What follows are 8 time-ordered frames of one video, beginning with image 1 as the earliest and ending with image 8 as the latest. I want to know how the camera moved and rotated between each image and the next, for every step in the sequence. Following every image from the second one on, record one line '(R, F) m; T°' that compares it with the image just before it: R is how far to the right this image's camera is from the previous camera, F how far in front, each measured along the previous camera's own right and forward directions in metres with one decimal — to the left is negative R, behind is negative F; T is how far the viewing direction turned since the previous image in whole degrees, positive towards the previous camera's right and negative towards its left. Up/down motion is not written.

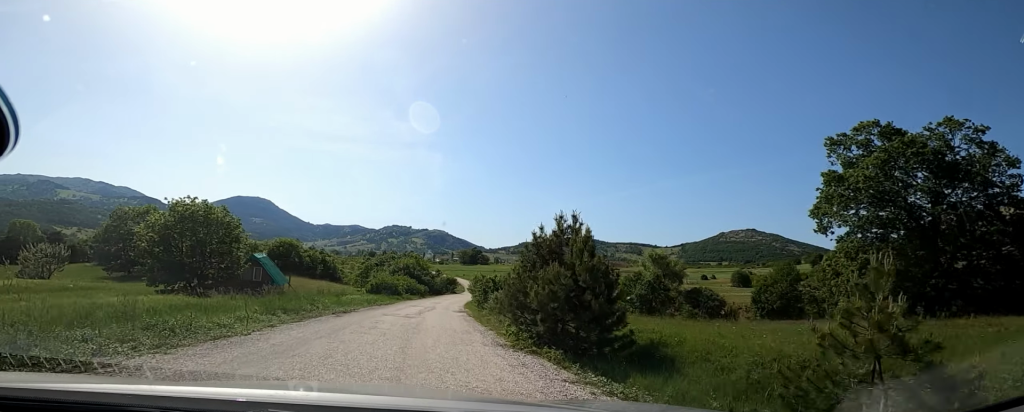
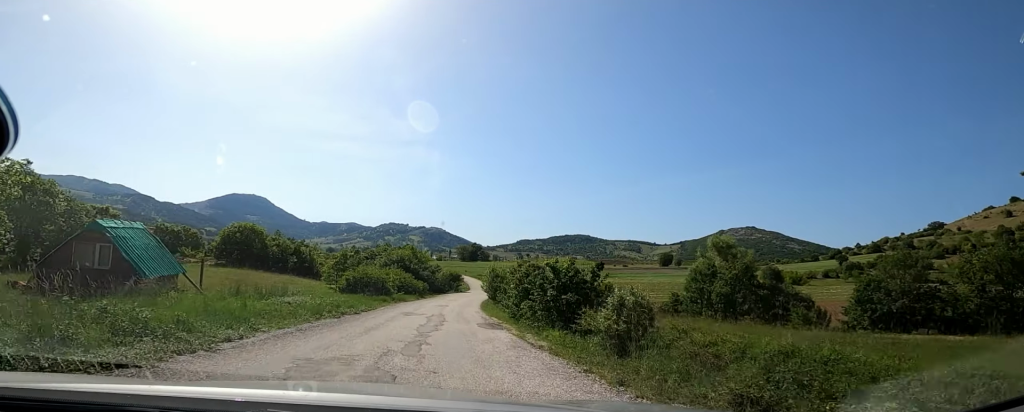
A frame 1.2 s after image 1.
(+1.2, +8.5) m; -2°
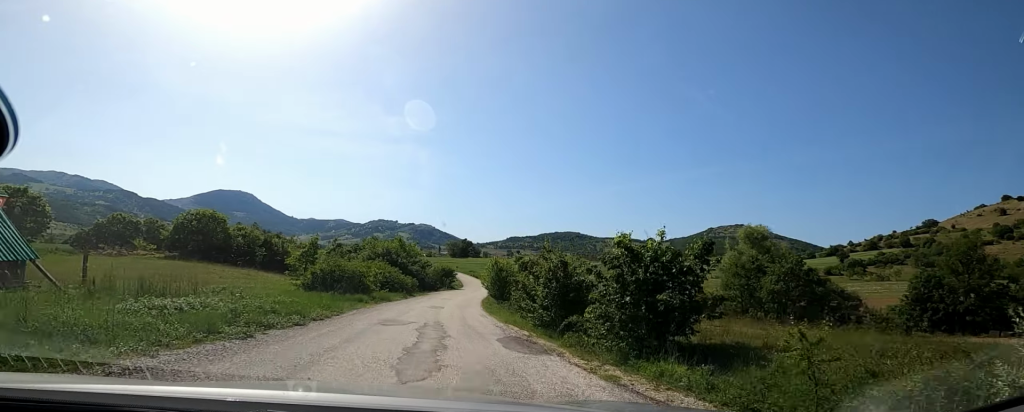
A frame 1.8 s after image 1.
(-0.6, +3.7) m; -7°
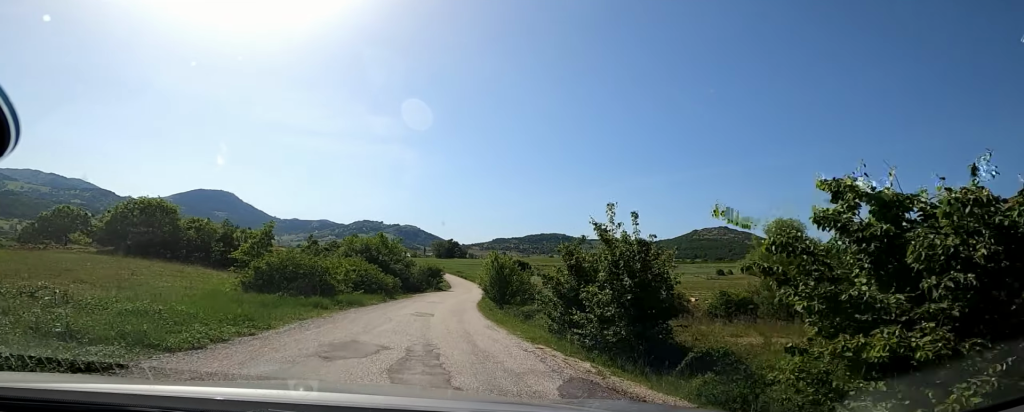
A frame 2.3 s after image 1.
(-0.1, +3.1) m; -3°
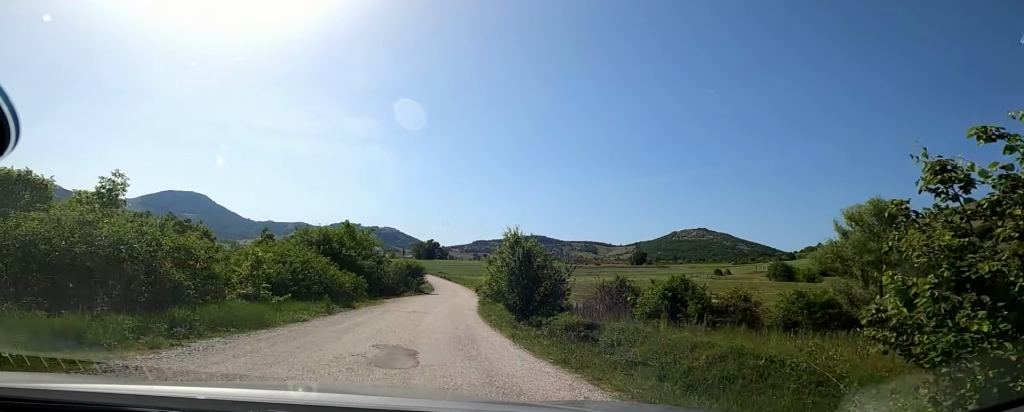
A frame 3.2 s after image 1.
(0.0, +5.2) m; +2°
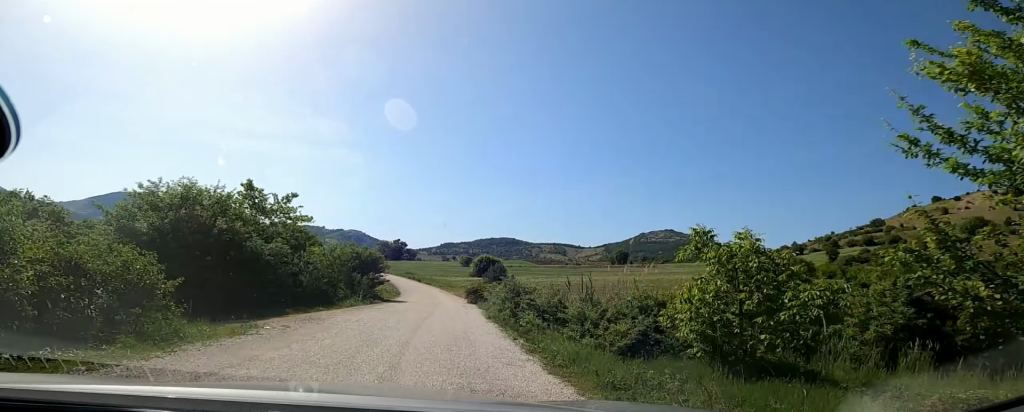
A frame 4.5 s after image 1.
(+1.2, +7.6) m; +15°
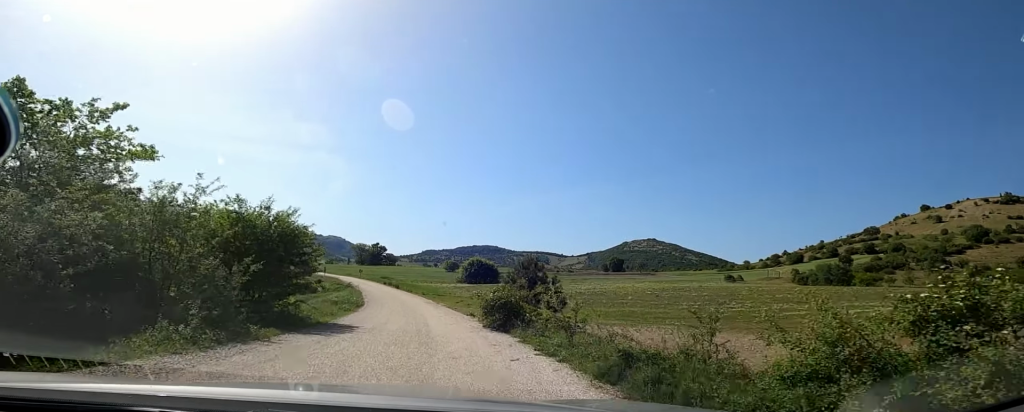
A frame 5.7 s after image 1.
(-0.1, +6.5) m; -1°
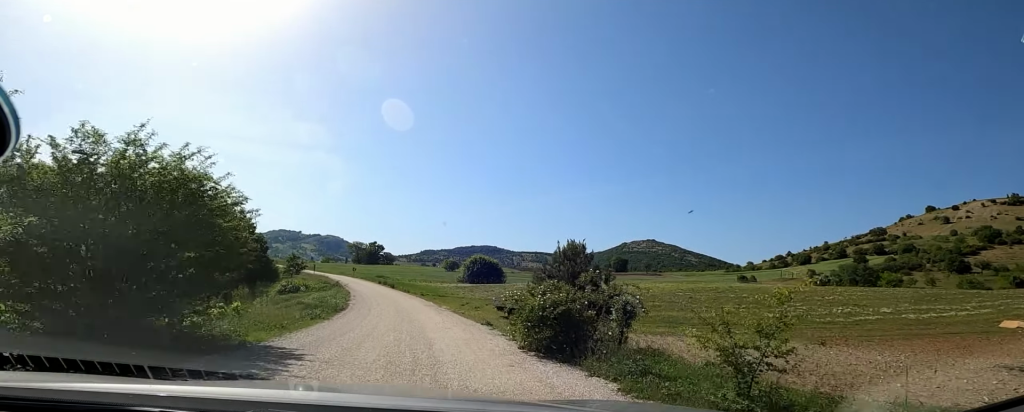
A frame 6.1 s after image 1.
(-0.3, +2.6) m; 0°
